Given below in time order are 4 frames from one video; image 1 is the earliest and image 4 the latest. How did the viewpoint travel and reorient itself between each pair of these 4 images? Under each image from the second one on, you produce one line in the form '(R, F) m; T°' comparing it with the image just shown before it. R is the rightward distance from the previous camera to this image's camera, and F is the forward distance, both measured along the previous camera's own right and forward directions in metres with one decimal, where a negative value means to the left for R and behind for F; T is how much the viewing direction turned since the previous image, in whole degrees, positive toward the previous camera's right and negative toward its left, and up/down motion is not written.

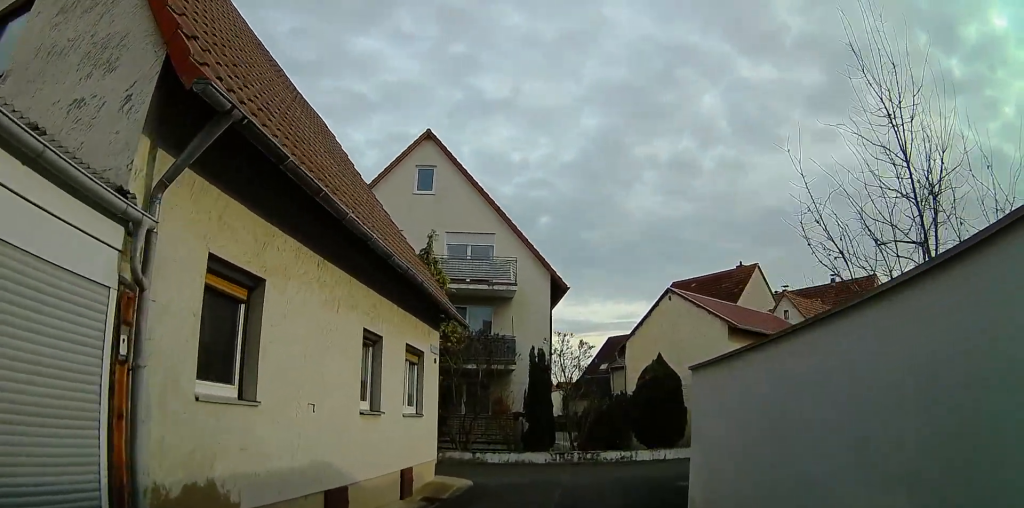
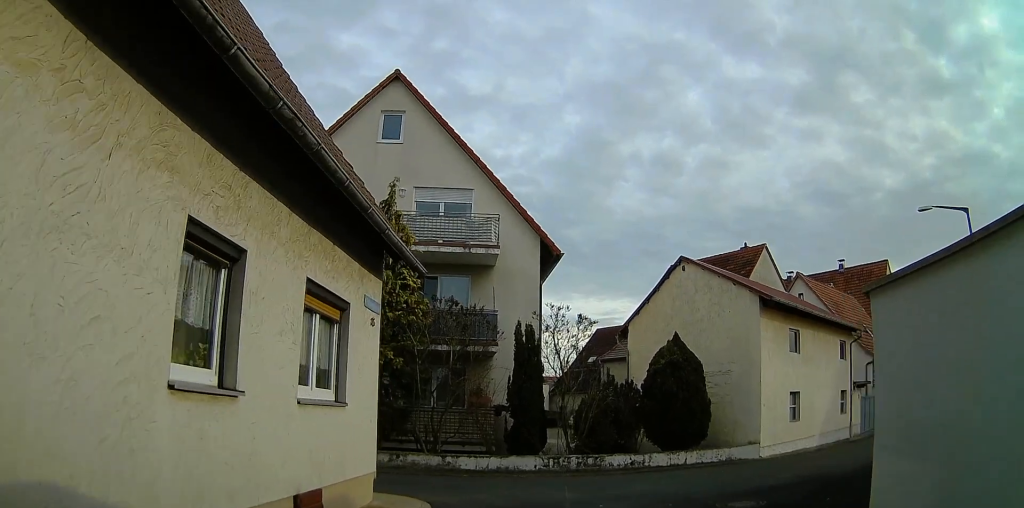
(+0.6, +4.6) m; +3°
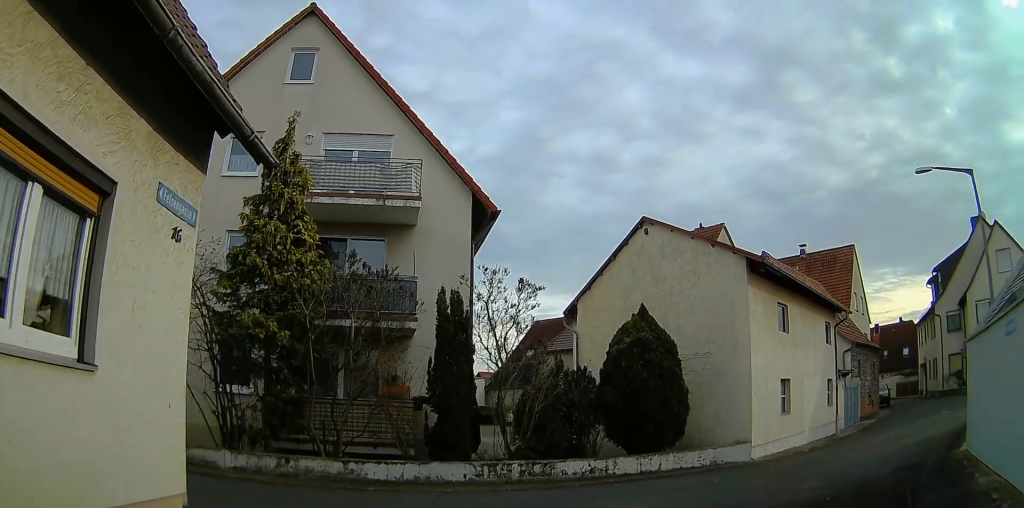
(-0.4, +4.8) m; -10°
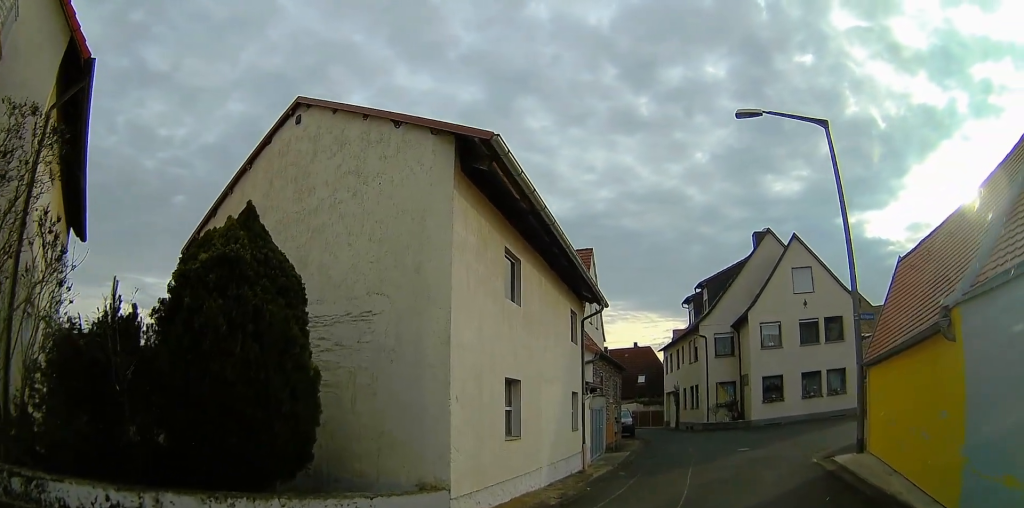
(+3.9, +4.7) m; +52°
